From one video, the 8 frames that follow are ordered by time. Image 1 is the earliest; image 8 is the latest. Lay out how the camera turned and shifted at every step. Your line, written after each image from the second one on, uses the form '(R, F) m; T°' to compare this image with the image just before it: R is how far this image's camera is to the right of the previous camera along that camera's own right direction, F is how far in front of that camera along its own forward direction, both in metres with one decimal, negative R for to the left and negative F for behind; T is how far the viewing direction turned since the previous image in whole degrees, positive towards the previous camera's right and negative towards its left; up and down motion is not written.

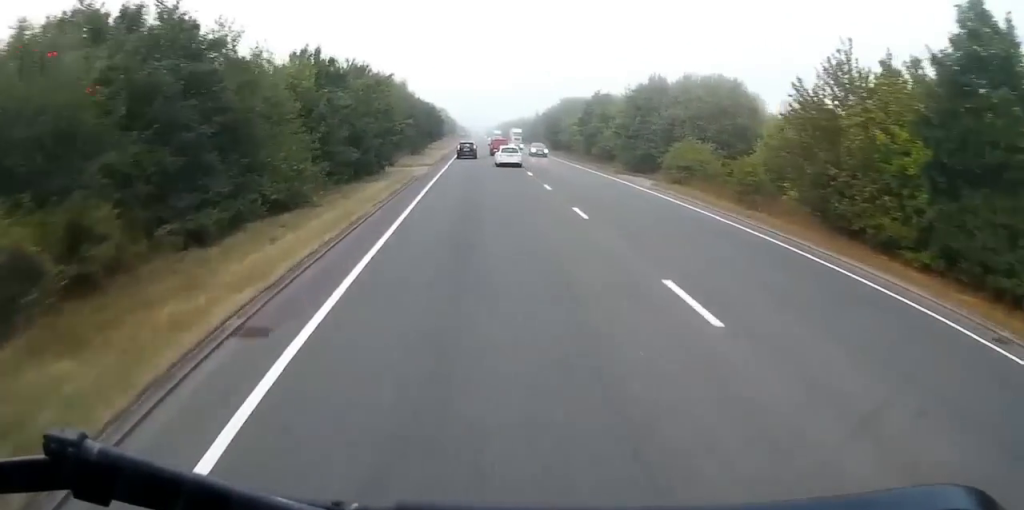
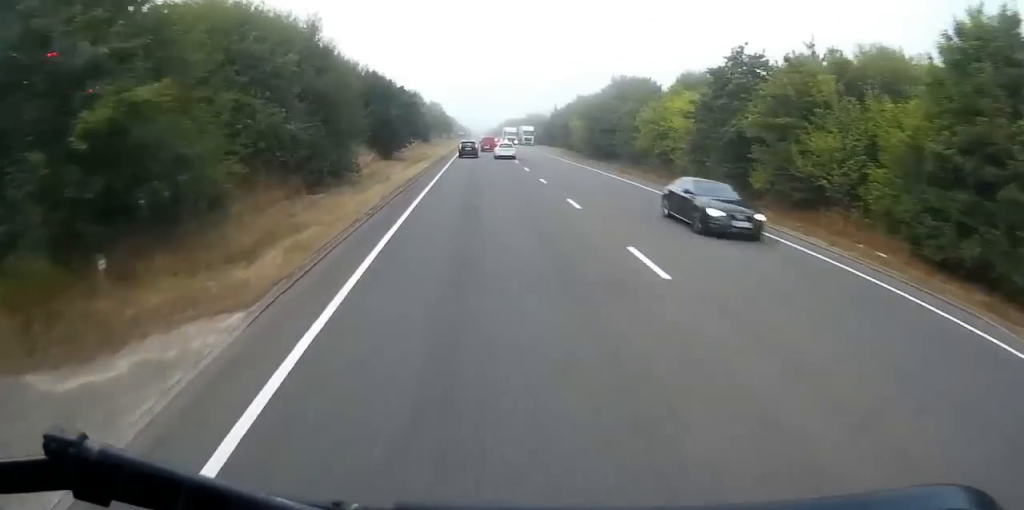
(-0.1, +33.4) m; 0°
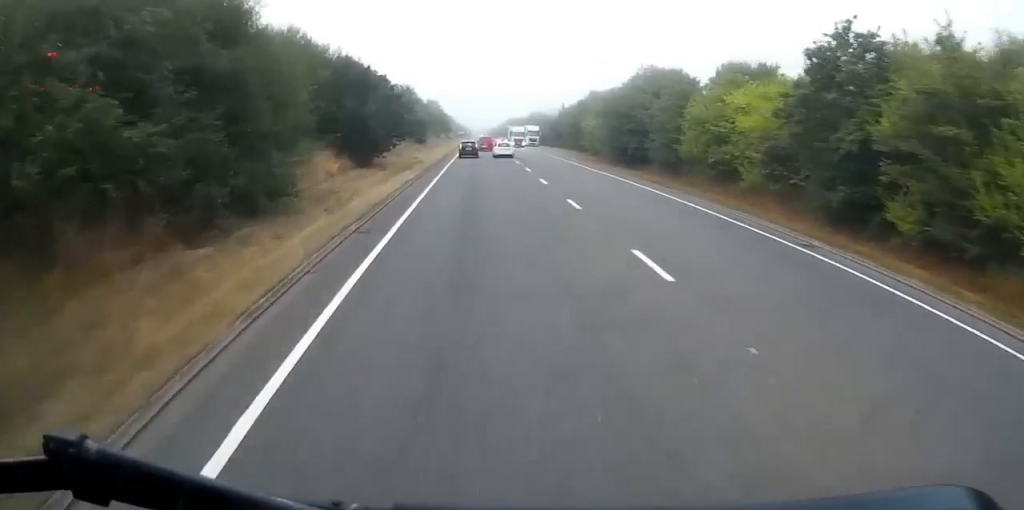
(0.0, +9.1) m; 0°
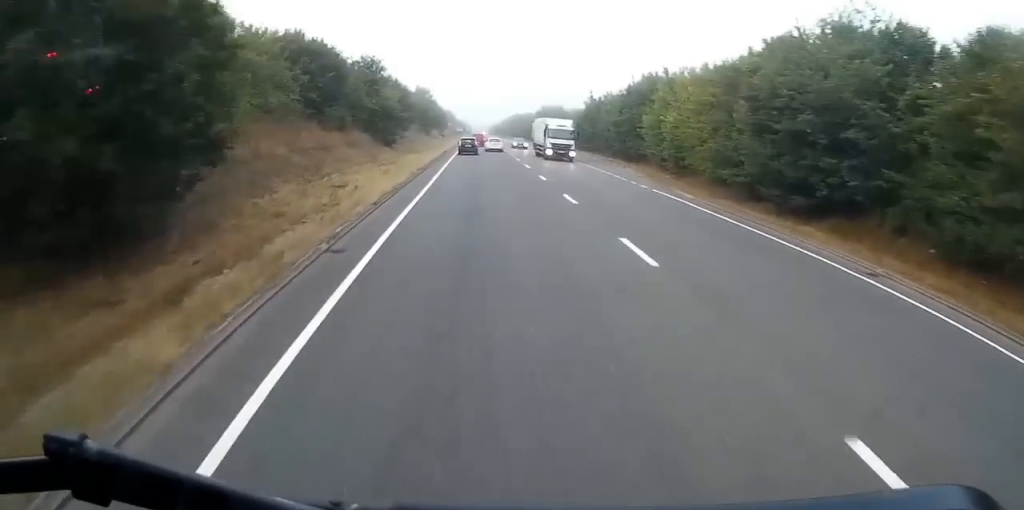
(0.0, +26.2) m; 0°
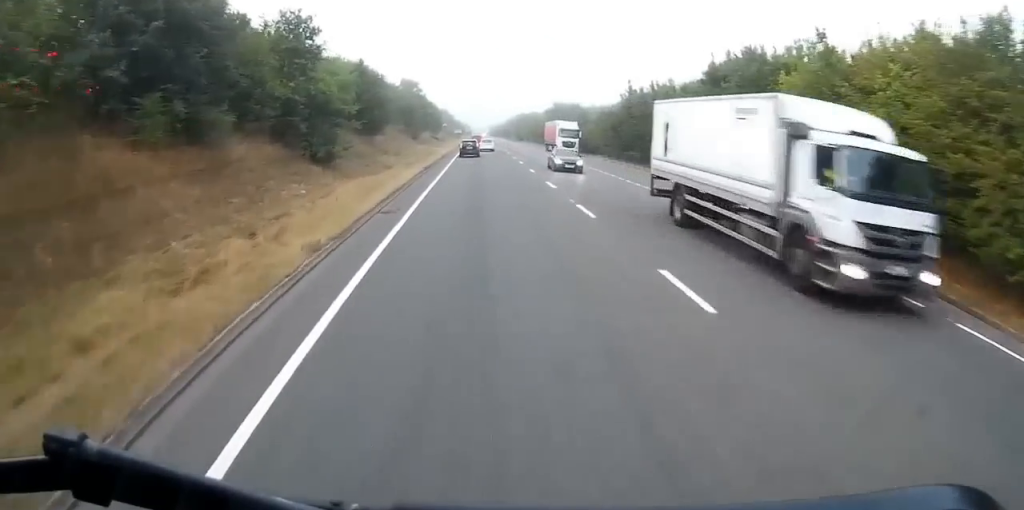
(-0.1, +20.8) m; 0°
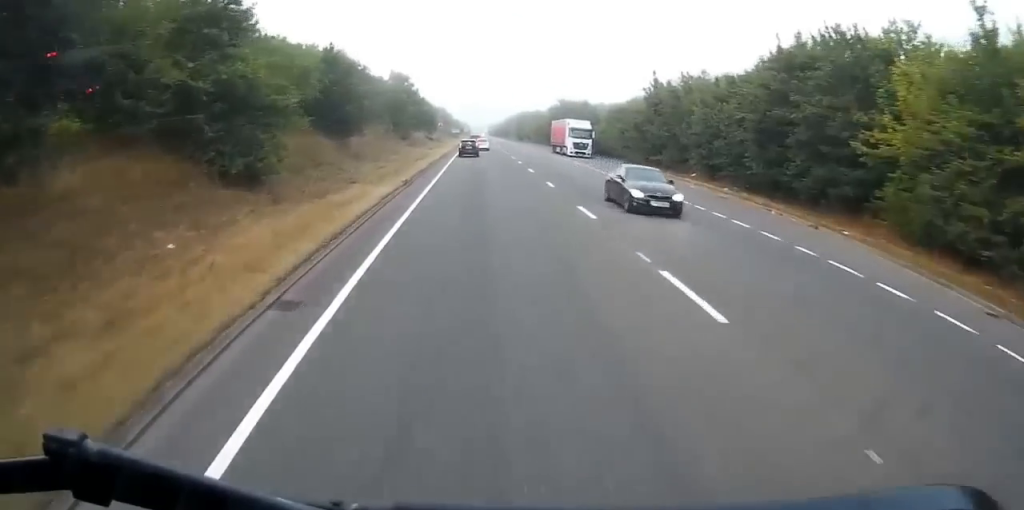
(0.0, +9.4) m; 0°
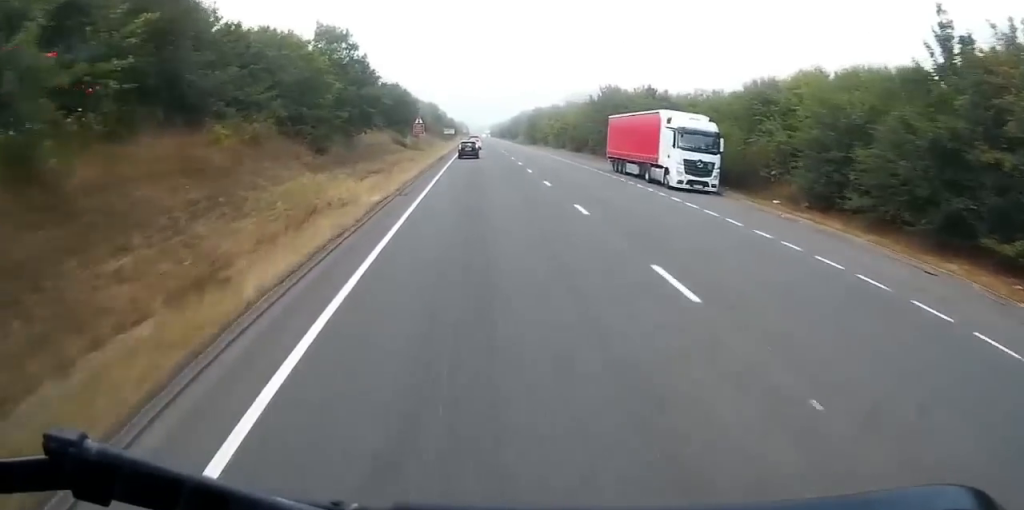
(+0.2, +35.8) m; +1°
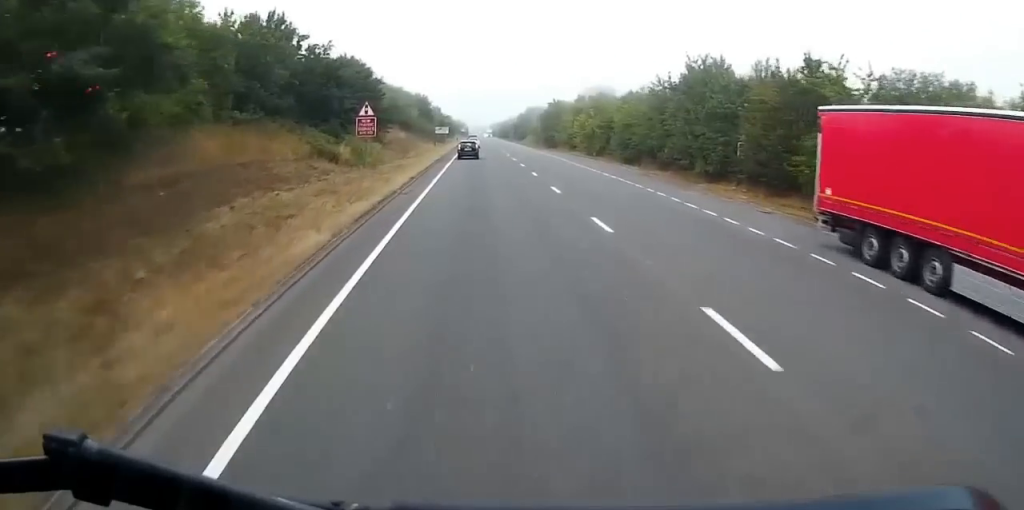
(+0.1, +29.8) m; 0°
